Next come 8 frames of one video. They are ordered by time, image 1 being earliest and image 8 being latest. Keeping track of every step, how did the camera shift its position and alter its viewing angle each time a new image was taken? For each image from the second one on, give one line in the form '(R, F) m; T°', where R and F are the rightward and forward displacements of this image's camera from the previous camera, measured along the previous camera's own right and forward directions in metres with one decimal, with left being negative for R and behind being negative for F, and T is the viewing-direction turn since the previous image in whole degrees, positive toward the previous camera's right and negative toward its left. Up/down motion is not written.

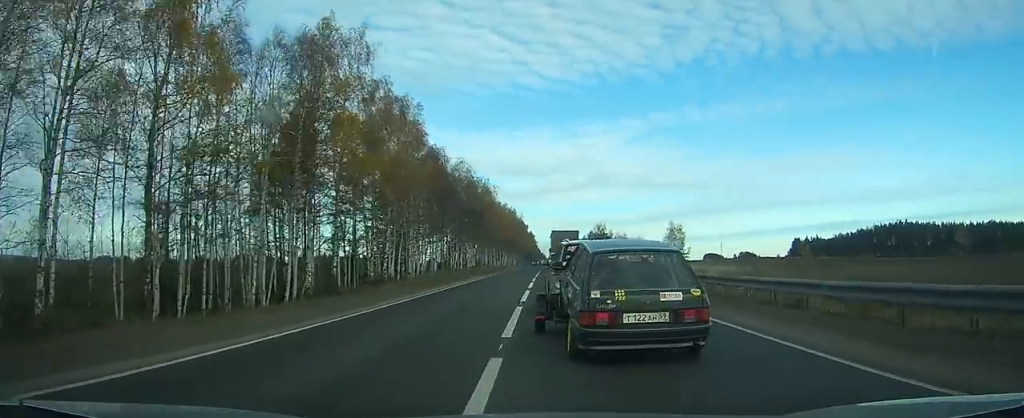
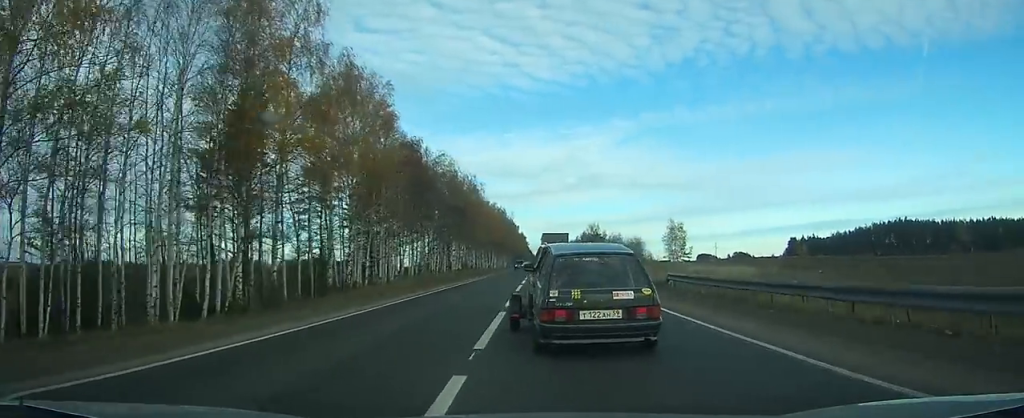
(+0.1, +9.3) m; +1°
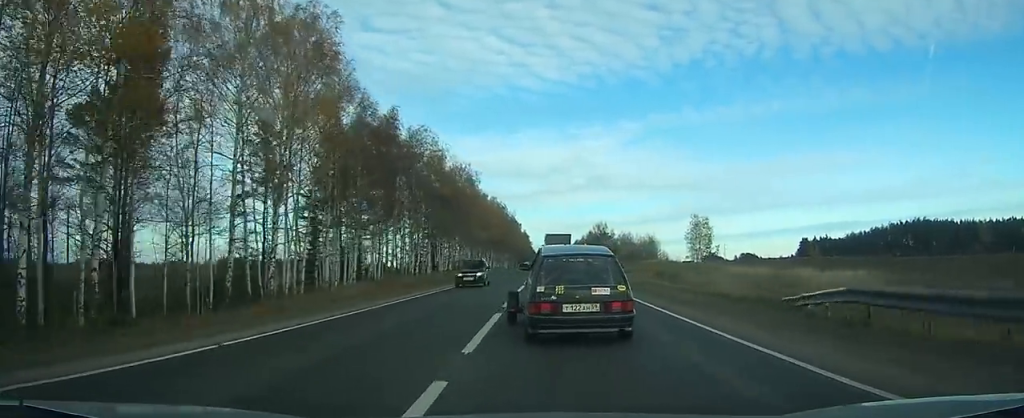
(+0.3, +16.0) m; +2°
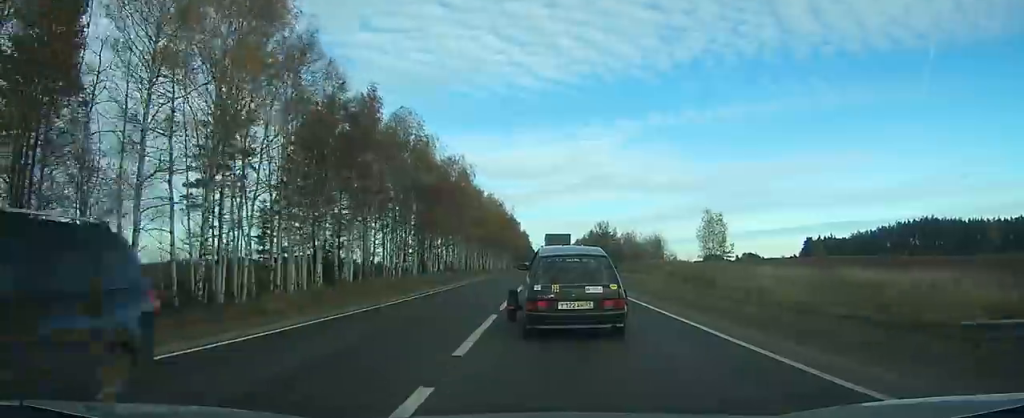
(+0.1, +8.0) m; +1°
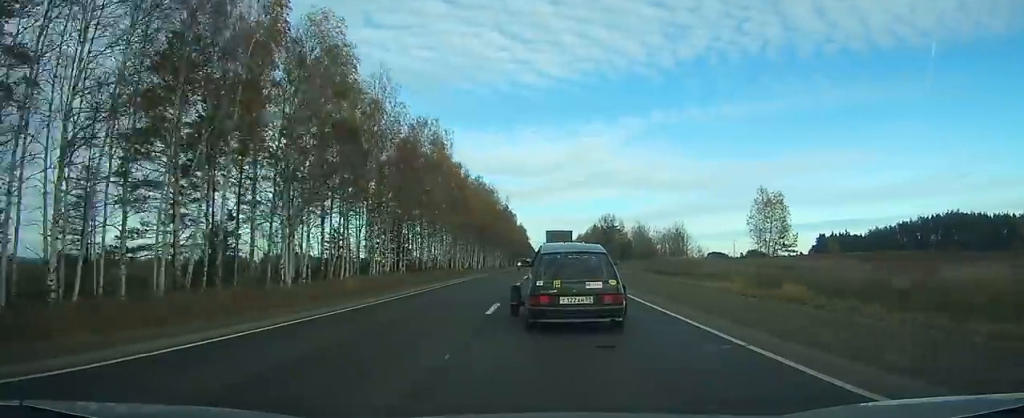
(+0.5, +23.9) m; +1°
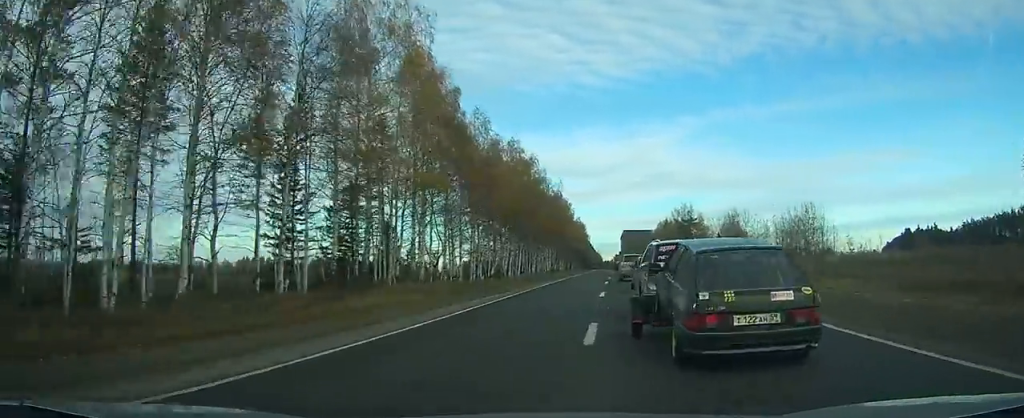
(-0.2, +41.1) m; -1°
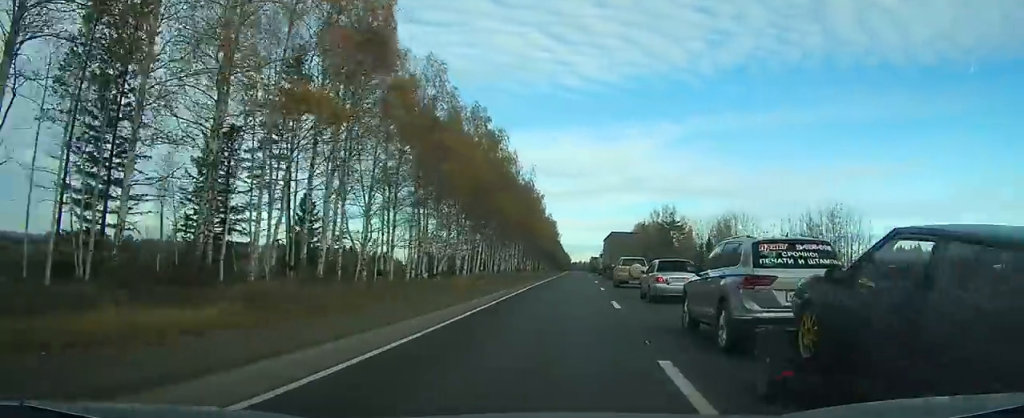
(-0.2, +16.3) m; 0°
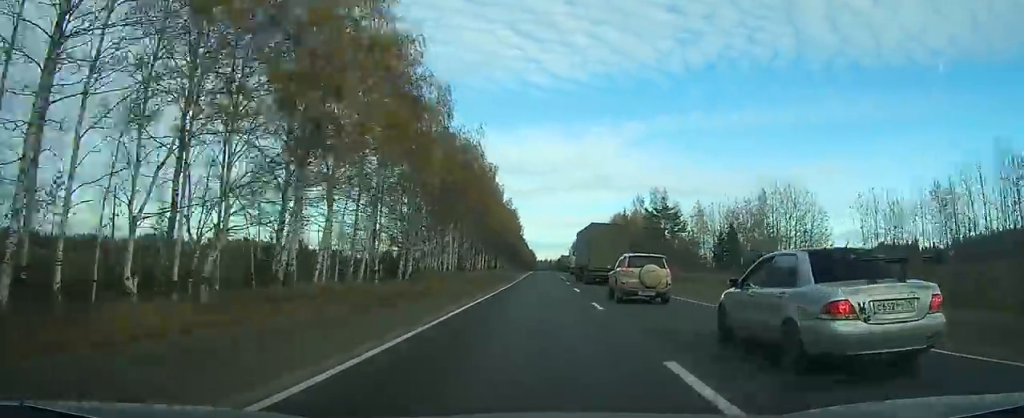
(0.0, +34.3) m; +1°
